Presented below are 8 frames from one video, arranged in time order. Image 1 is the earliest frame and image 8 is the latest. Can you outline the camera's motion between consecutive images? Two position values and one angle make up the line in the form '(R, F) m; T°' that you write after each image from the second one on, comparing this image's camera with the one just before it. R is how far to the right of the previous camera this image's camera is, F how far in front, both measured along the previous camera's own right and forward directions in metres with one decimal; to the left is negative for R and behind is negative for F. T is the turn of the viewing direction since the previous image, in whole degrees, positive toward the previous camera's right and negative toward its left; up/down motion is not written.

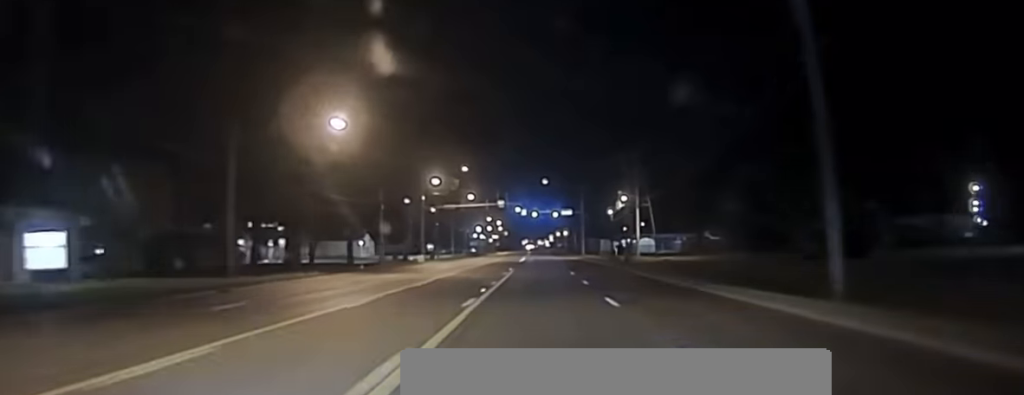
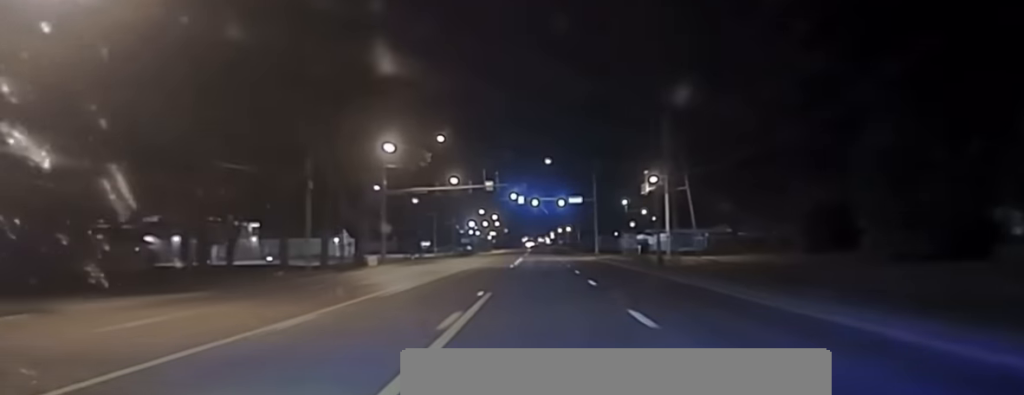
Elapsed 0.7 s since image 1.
(+0.1, +30.1) m; 0°
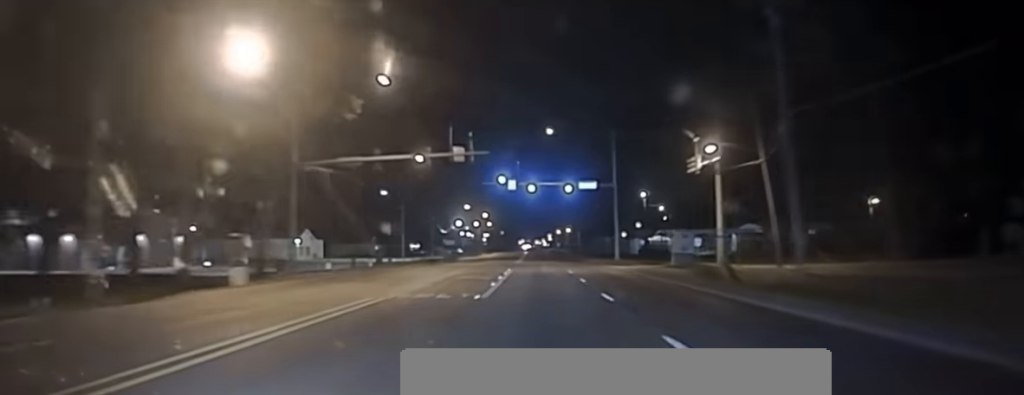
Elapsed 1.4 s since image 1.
(0.0, +31.8) m; 0°
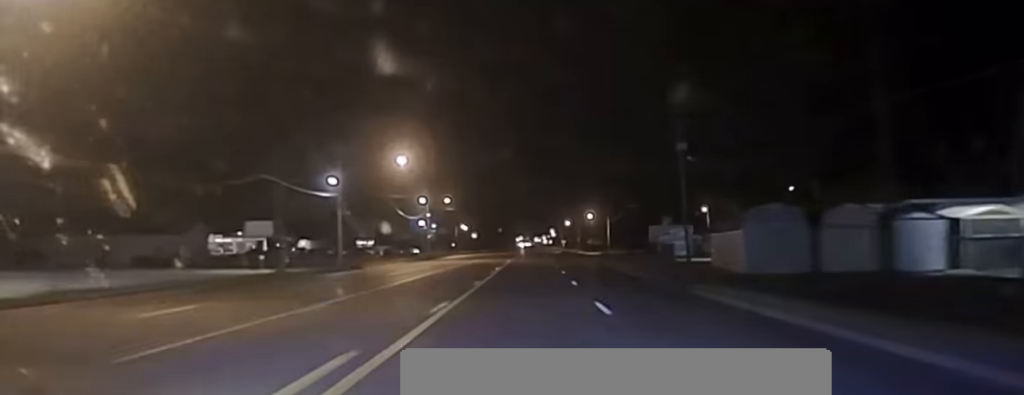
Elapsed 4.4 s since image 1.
(-0.9, +128.8) m; -1°
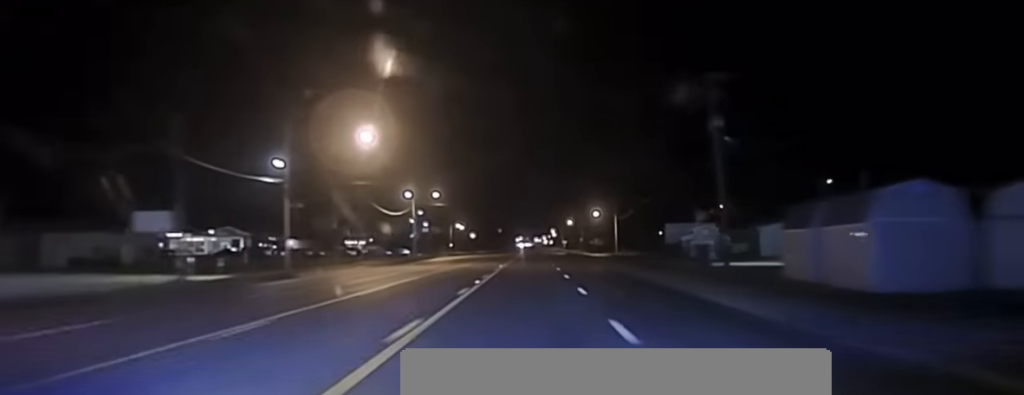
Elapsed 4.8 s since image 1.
(+0.2, +17.1) m; 0°
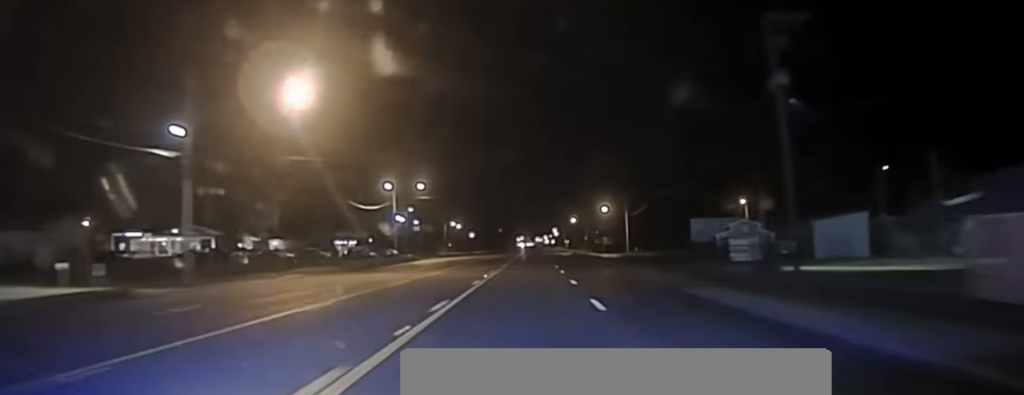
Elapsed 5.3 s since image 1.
(+0.1, +18.8) m; 0°
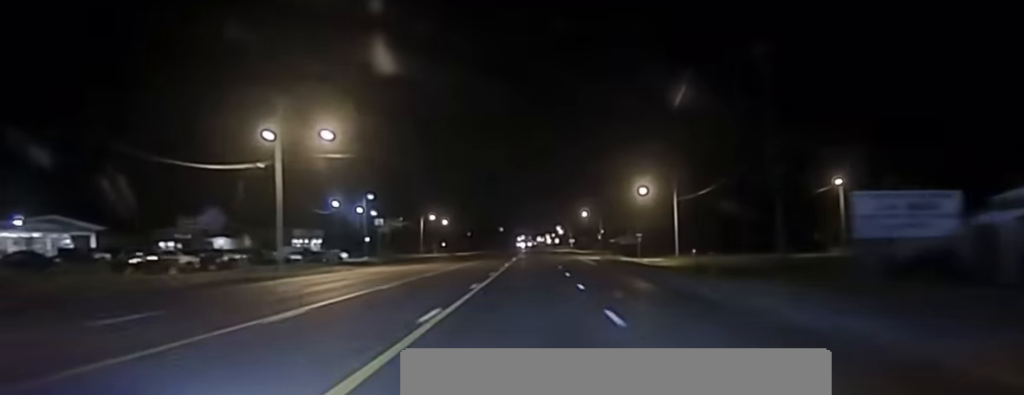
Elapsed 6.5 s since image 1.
(+0.1, +51.4) m; 0°
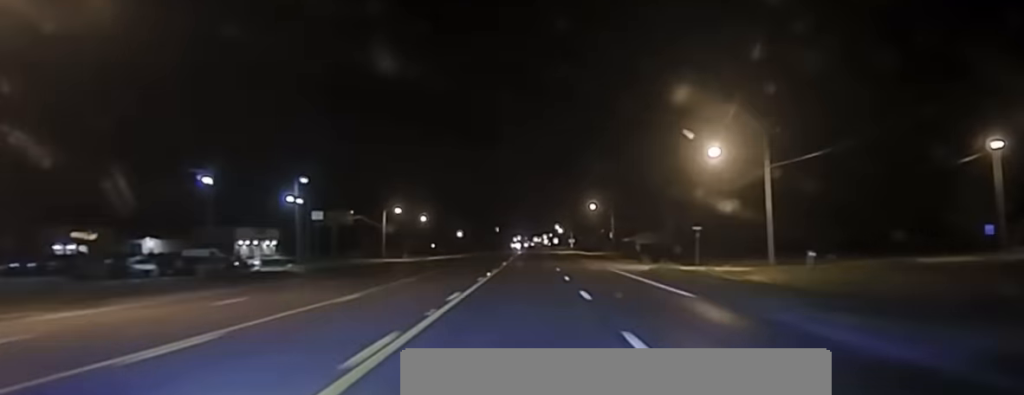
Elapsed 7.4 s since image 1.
(-0.4, +41.2) m; 0°
